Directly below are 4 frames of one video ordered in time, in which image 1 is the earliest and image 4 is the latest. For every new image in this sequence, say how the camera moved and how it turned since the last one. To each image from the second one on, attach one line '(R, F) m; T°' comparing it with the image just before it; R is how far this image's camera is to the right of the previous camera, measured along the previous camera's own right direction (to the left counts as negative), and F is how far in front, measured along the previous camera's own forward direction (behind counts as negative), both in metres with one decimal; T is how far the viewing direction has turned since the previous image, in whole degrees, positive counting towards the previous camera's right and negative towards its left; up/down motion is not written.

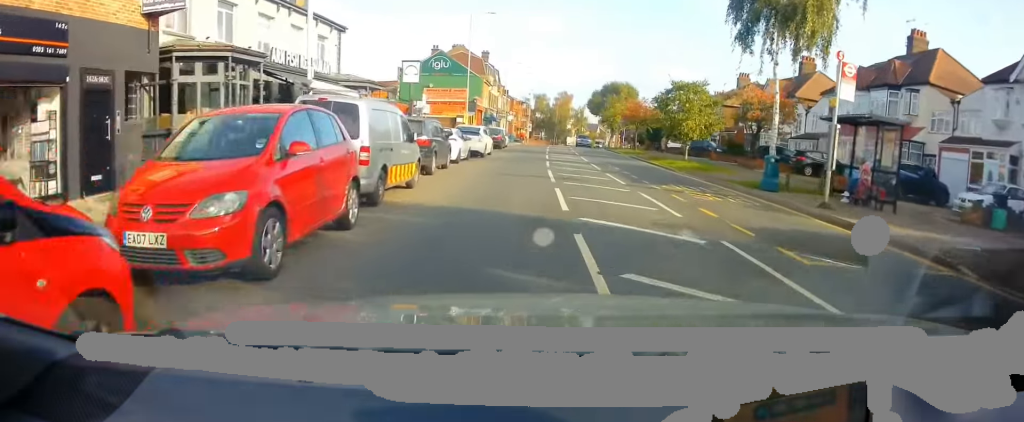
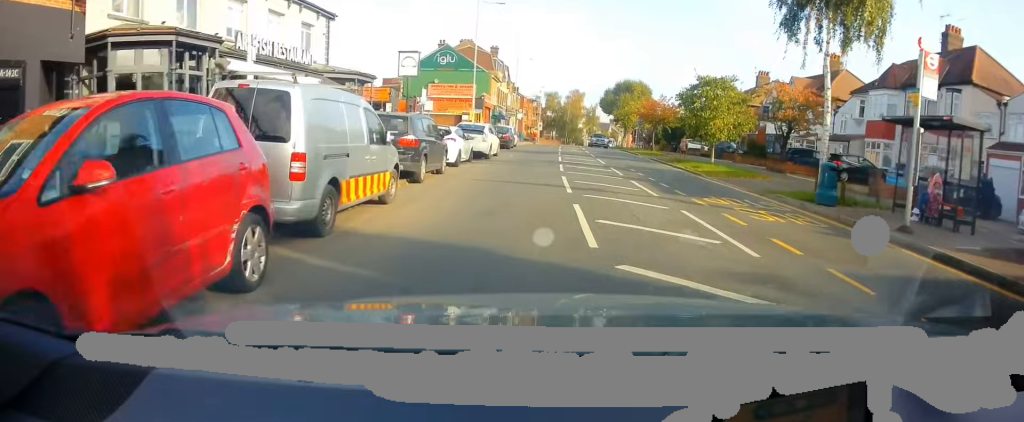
(0.0, +2.9) m; 0°
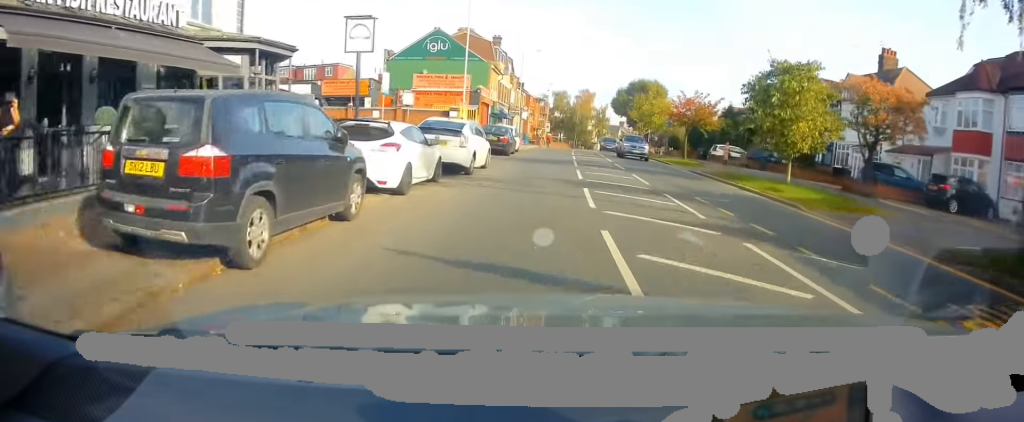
(-0.2, +8.1) m; -1°
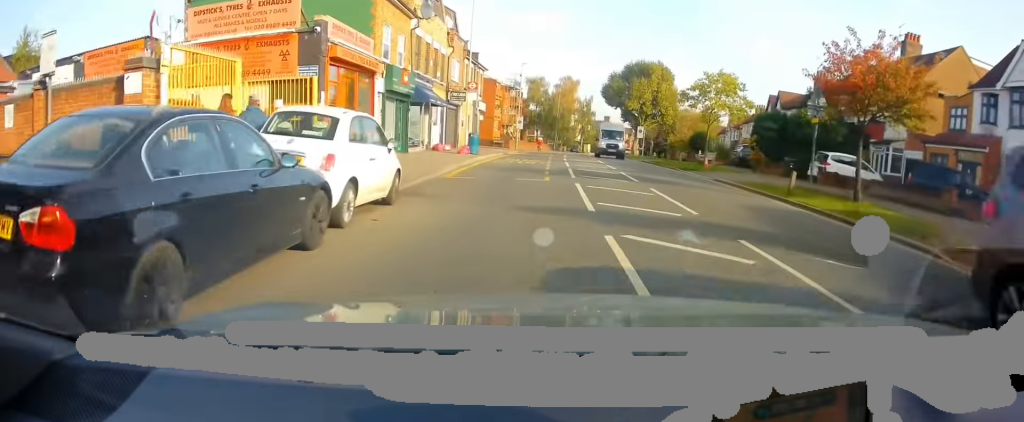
(+0.5, +24.0) m; +2°
